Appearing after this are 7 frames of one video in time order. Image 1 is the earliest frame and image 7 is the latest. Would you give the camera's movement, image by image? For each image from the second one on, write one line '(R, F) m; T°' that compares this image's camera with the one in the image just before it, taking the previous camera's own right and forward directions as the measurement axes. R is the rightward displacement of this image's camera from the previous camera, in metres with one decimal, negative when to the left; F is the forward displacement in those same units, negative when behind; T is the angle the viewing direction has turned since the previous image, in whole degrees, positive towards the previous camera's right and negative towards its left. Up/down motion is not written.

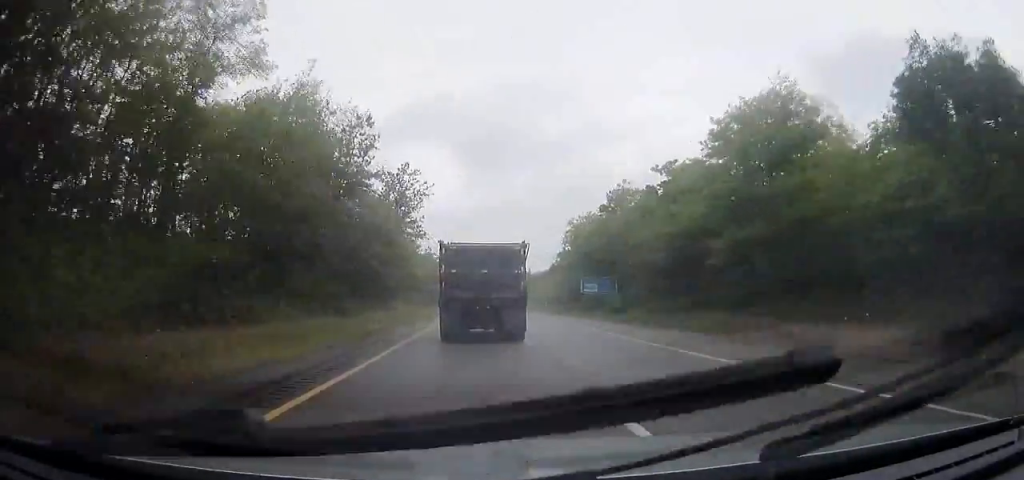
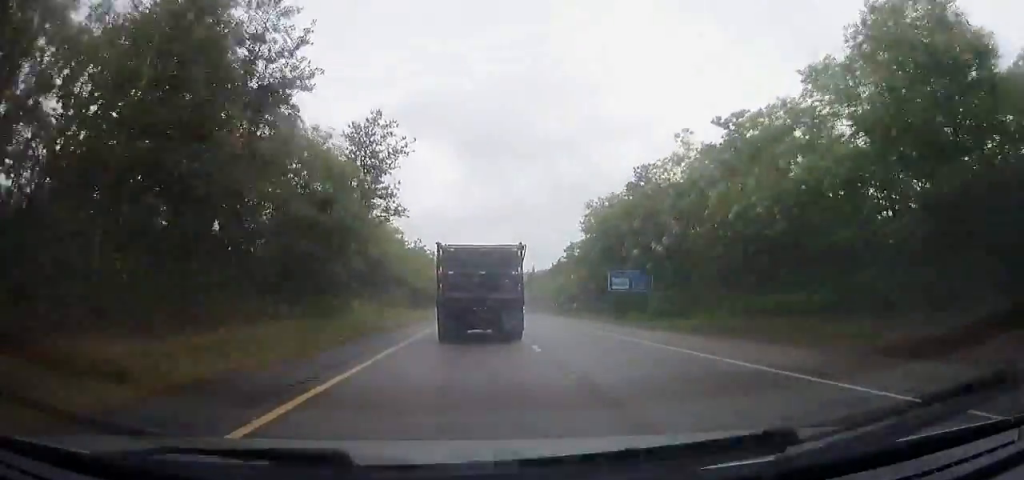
(0.0, +14.2) m; 0°
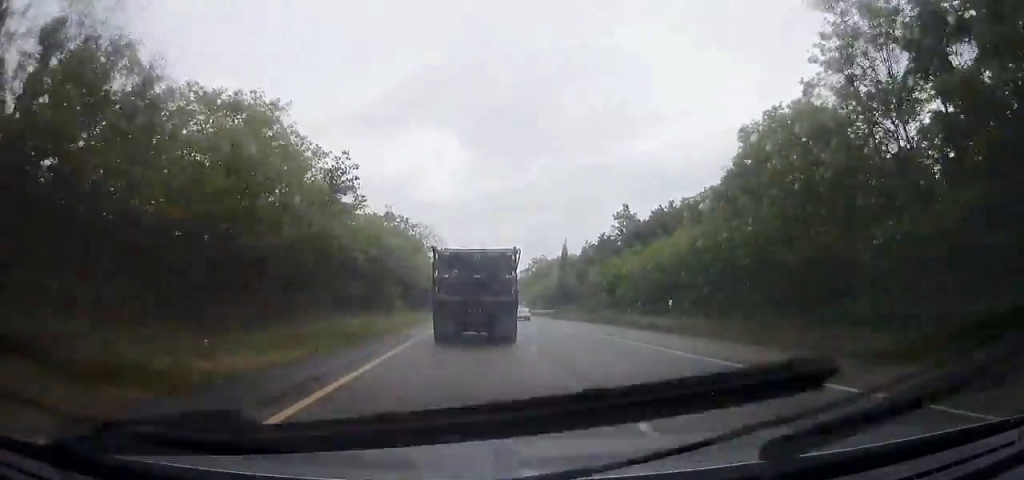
(+0.1, +47.9) m; 0°
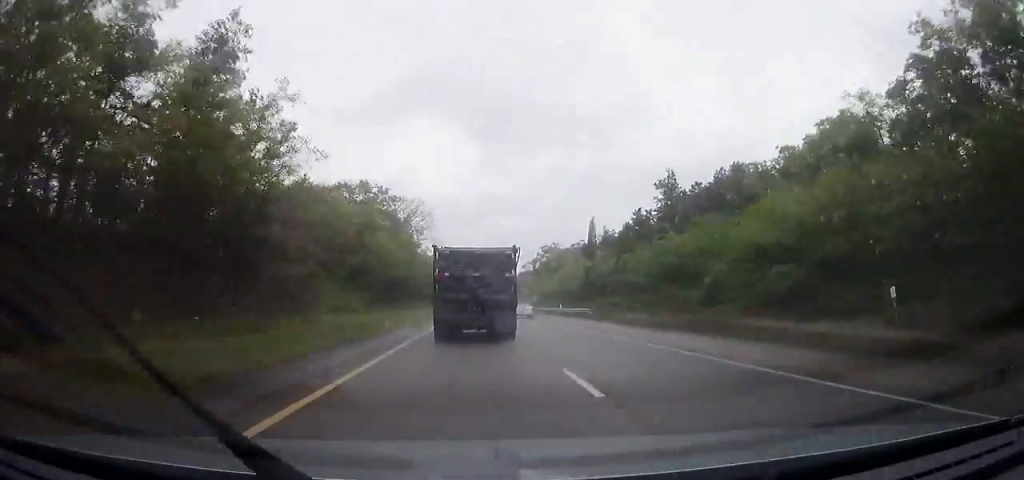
(0.0, +19.6) m; 0°
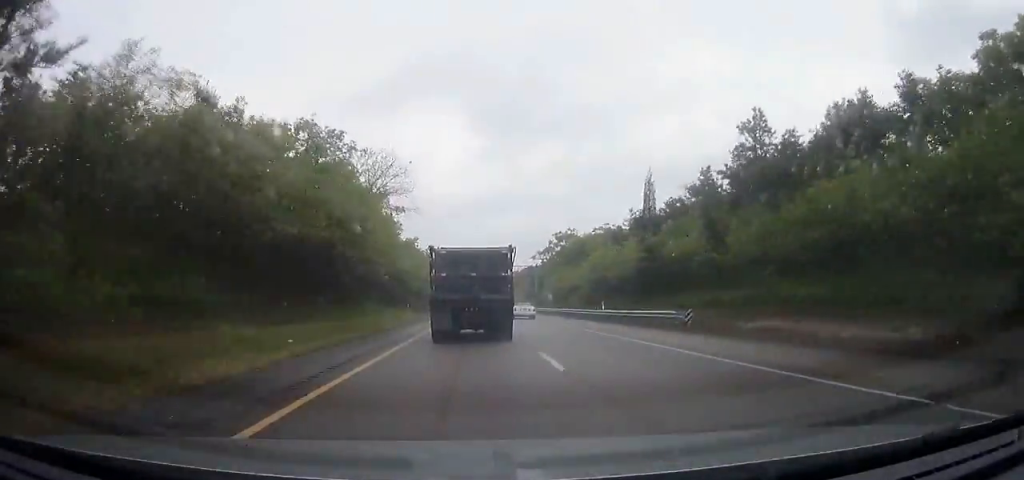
(0.0, +21.7) m; 0°
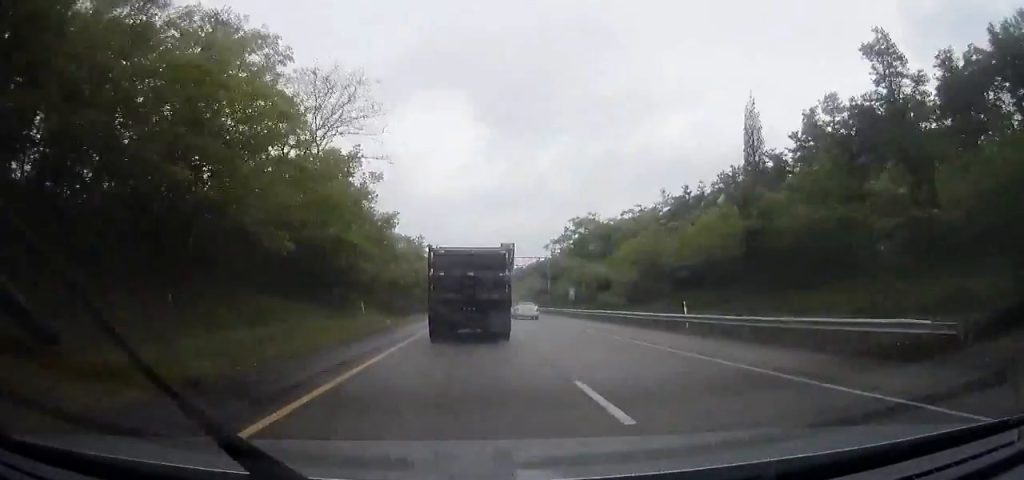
(0.0, +16.6) m; 0°
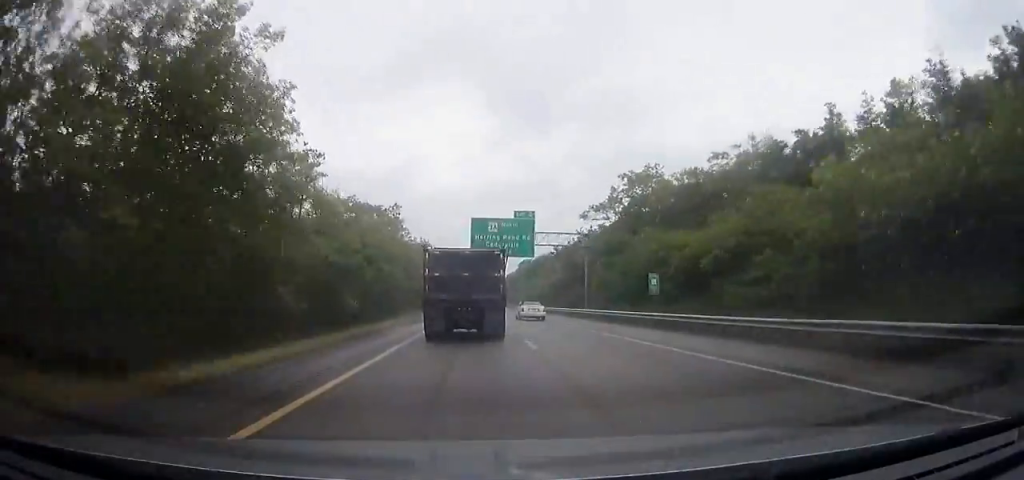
(0.0, +28.1) m; 0°
